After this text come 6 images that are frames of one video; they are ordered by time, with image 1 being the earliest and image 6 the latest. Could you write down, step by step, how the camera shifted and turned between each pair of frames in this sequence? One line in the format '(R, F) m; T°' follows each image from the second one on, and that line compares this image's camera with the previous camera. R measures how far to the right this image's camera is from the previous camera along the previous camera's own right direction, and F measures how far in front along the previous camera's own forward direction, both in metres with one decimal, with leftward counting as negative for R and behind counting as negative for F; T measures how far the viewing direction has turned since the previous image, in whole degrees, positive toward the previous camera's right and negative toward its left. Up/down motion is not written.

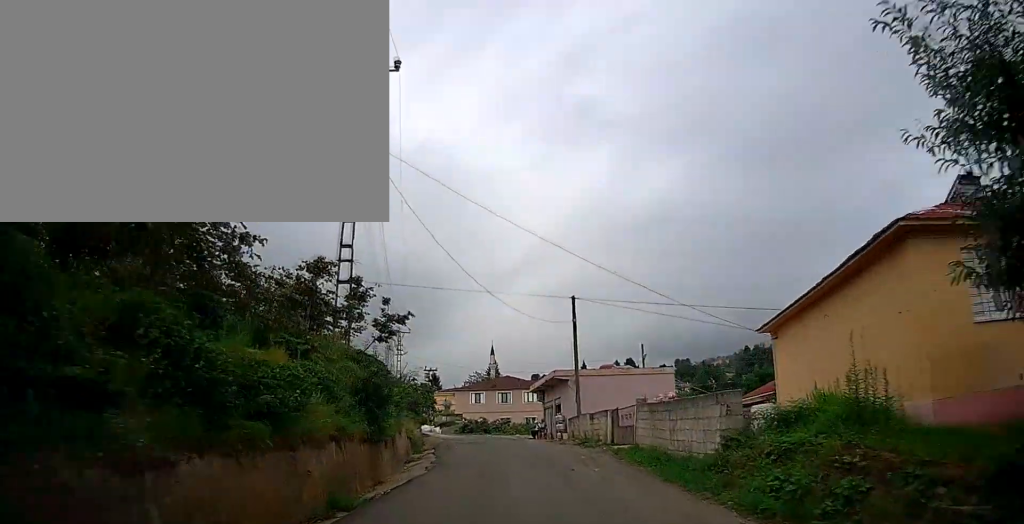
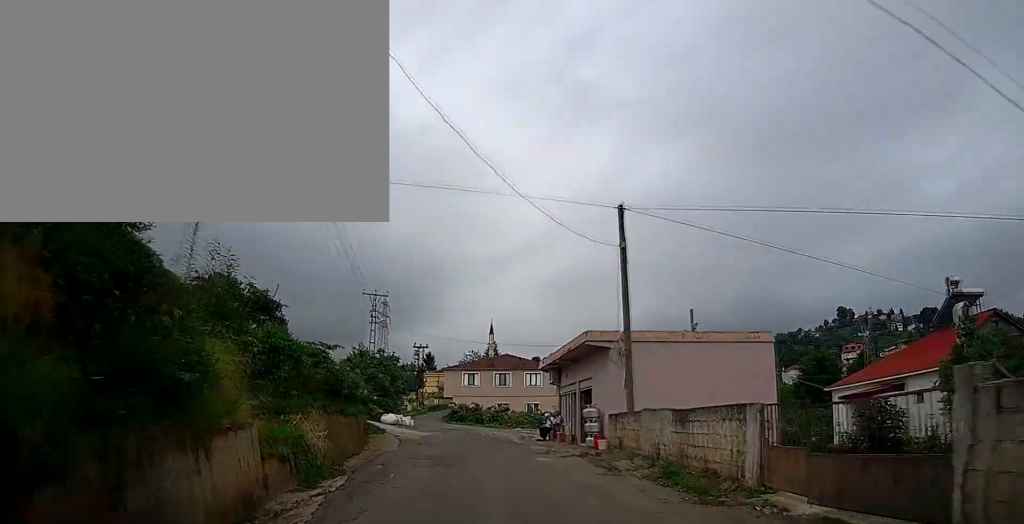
(-0.2, +11.5) m; -1°
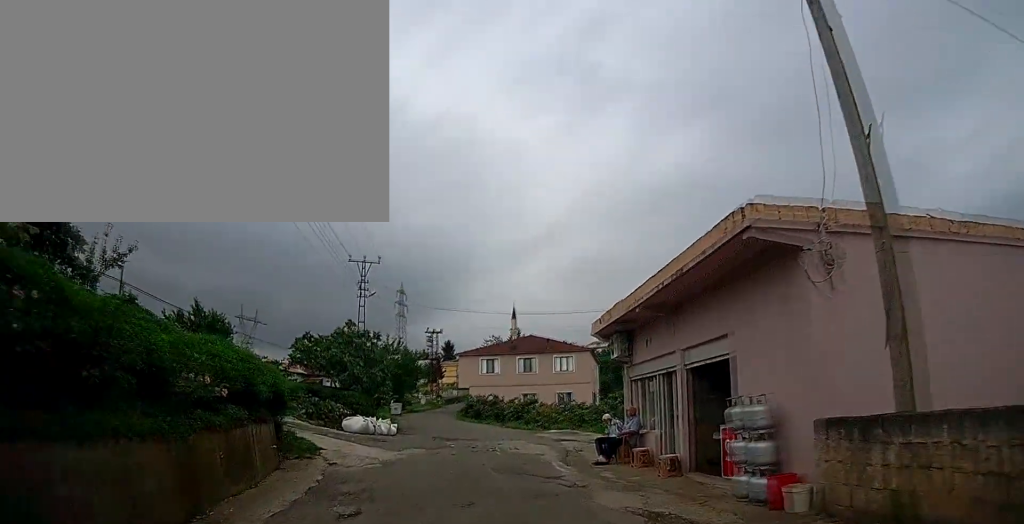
(0.0, +10.4) m; 0°
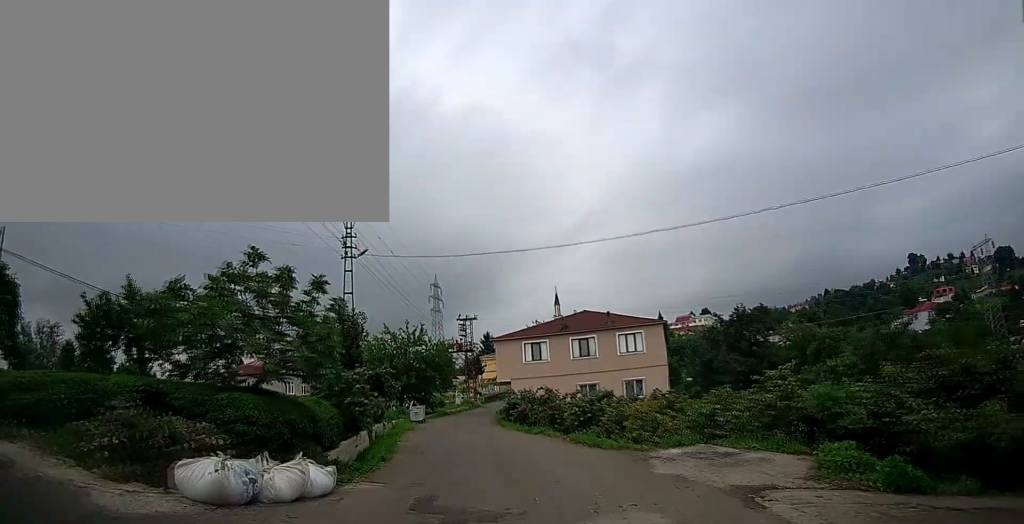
(-0.4, +12.4) m; -5°
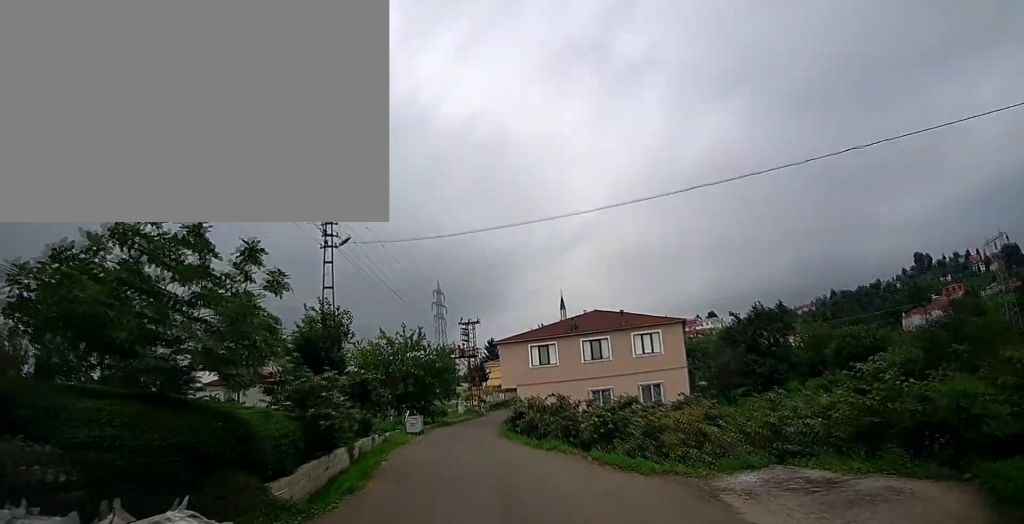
(0.0, +3.7) m; -2°
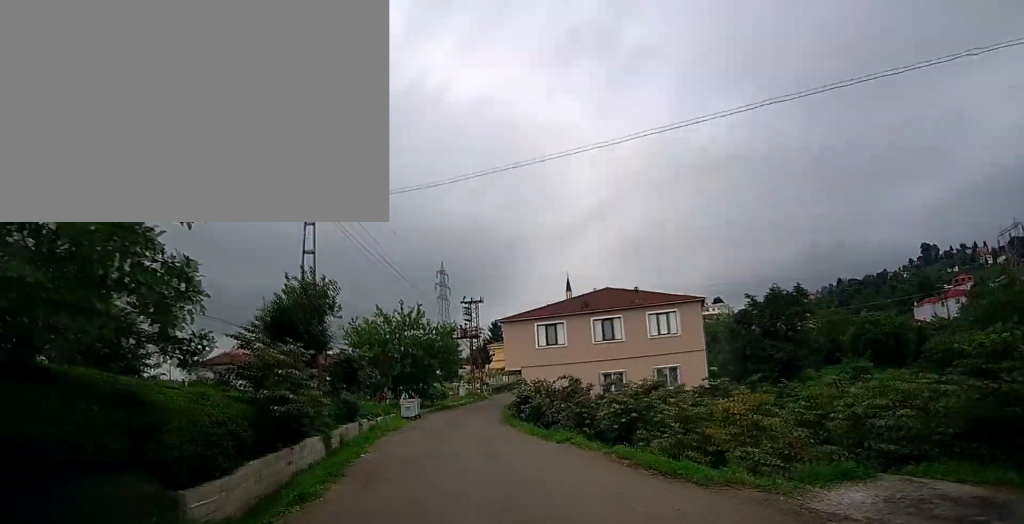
(-0.1, +3.0) m; -1°
